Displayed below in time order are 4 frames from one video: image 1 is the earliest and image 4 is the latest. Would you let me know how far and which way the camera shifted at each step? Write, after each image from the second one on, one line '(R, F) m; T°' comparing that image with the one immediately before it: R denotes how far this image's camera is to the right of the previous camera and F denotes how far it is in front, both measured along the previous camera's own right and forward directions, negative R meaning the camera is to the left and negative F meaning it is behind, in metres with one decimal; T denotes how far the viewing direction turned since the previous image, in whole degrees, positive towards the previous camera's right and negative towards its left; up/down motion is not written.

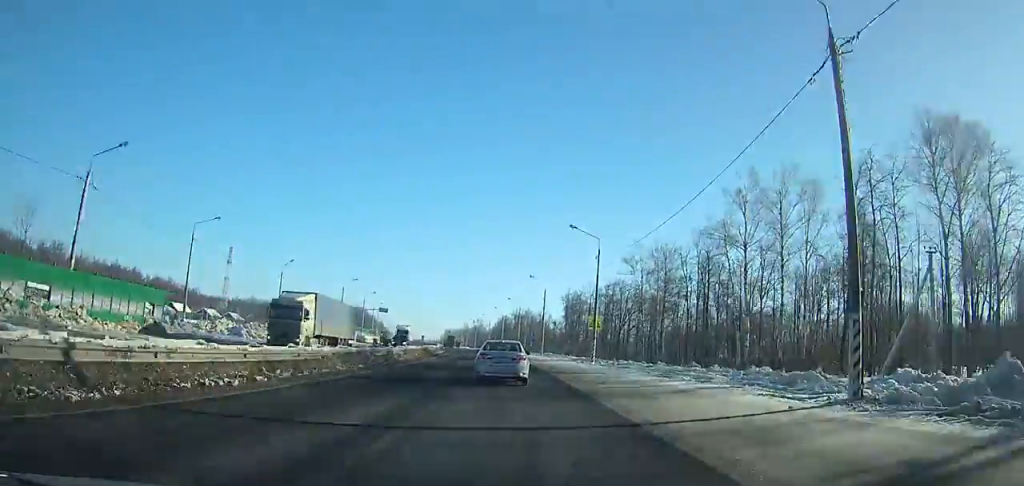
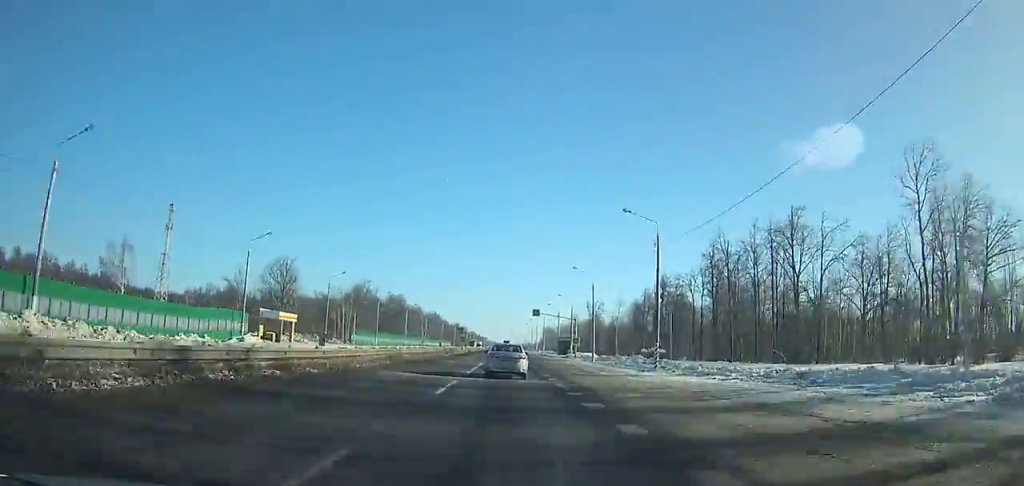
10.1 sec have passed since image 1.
(-17.7, +175.1) m; -10°
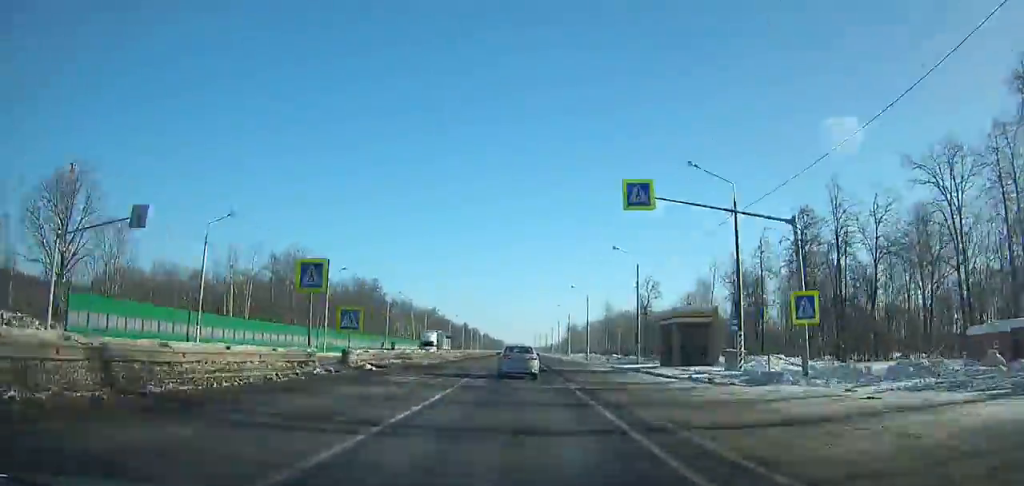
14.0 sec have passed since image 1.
(-0.9, +71.8) m; -1°
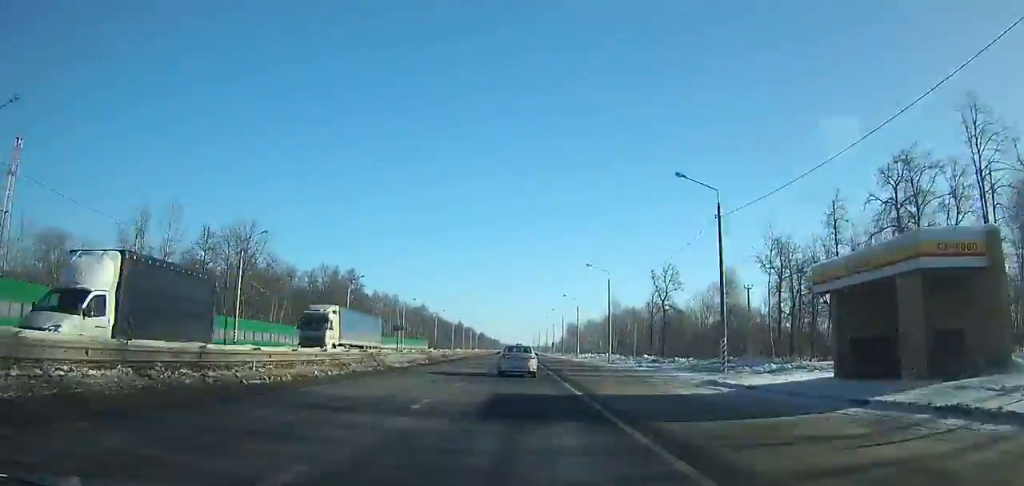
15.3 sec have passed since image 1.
(0.0, +24.7) m; 0°
